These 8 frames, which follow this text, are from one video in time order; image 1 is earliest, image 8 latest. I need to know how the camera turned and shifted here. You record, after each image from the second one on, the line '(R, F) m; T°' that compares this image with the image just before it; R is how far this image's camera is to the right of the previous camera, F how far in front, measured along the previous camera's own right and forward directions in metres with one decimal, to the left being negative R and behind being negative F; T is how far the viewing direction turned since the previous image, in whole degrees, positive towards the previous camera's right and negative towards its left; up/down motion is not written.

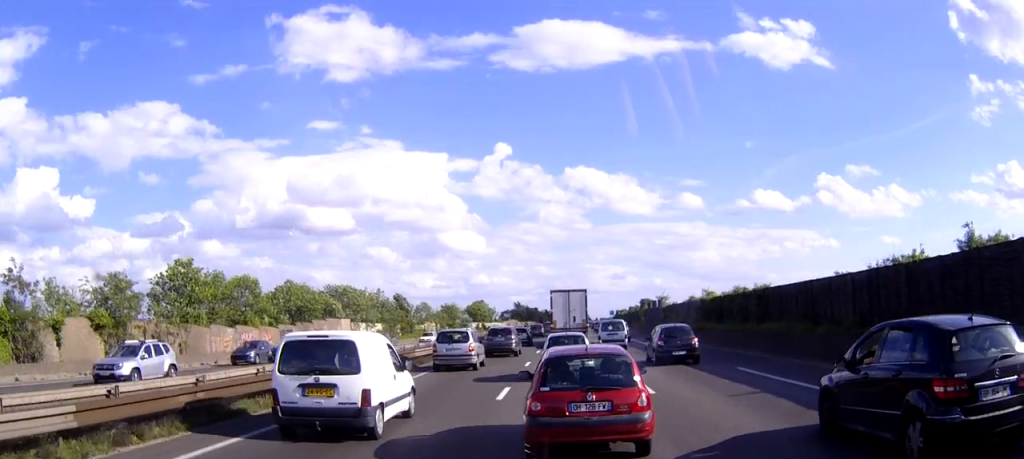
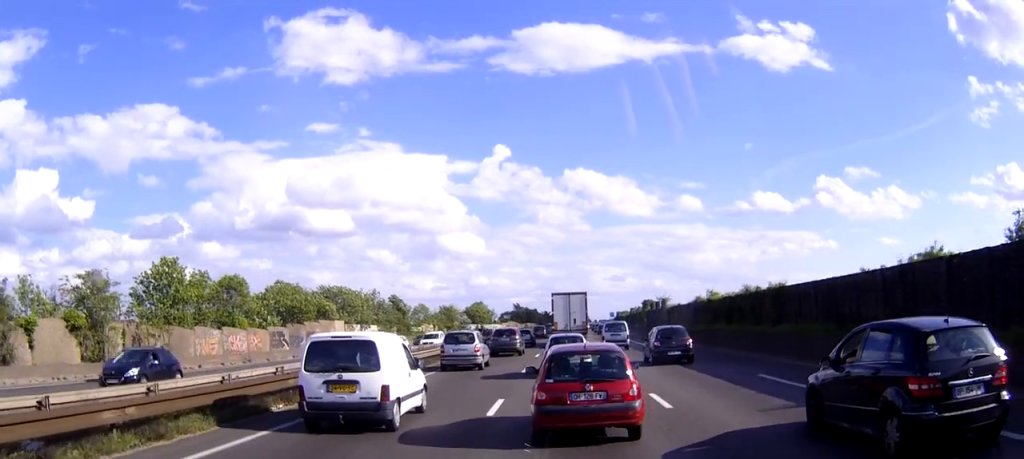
(0.0, +2.4) m; 0°
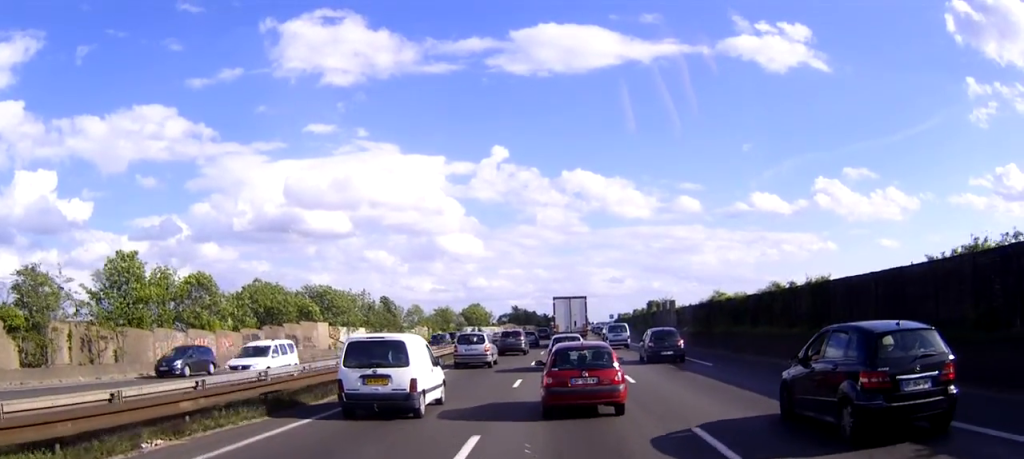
(0.0, +5.5) m; -1°
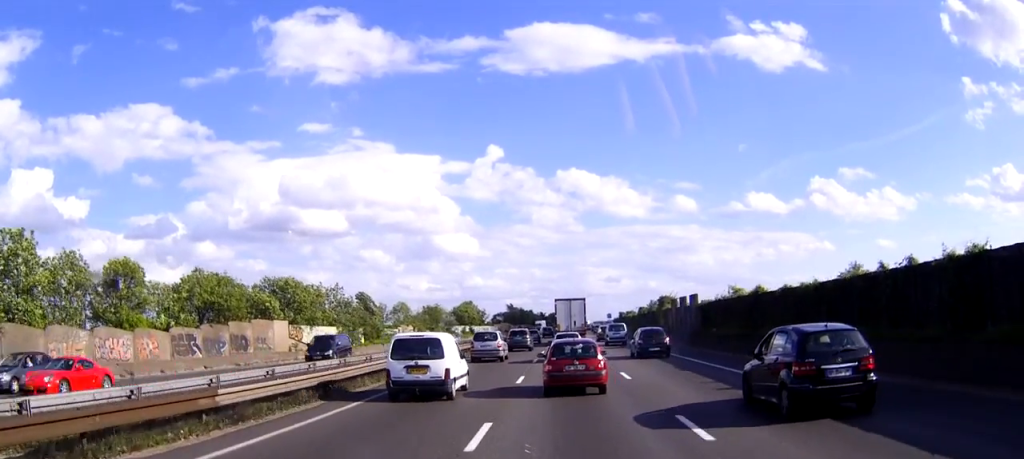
(-0.1, +11.2) m; 0°
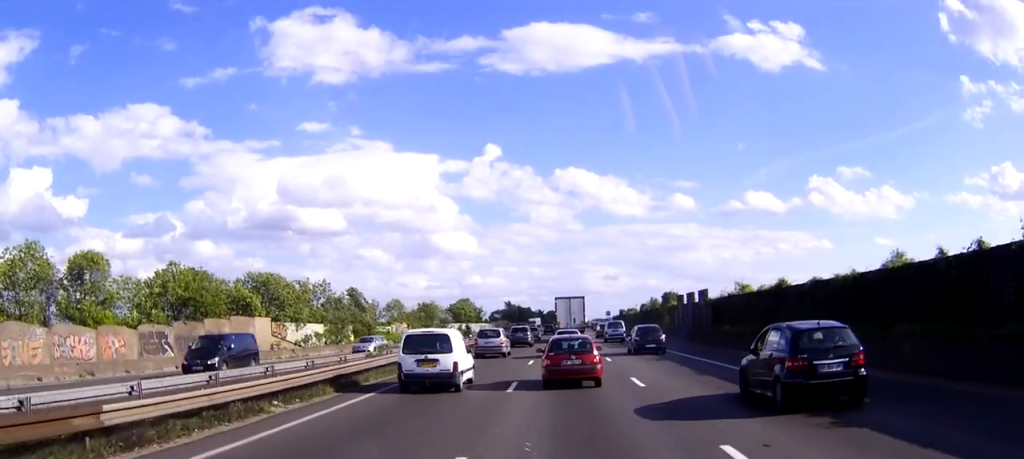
(+0.1, +4.1) m; 0°
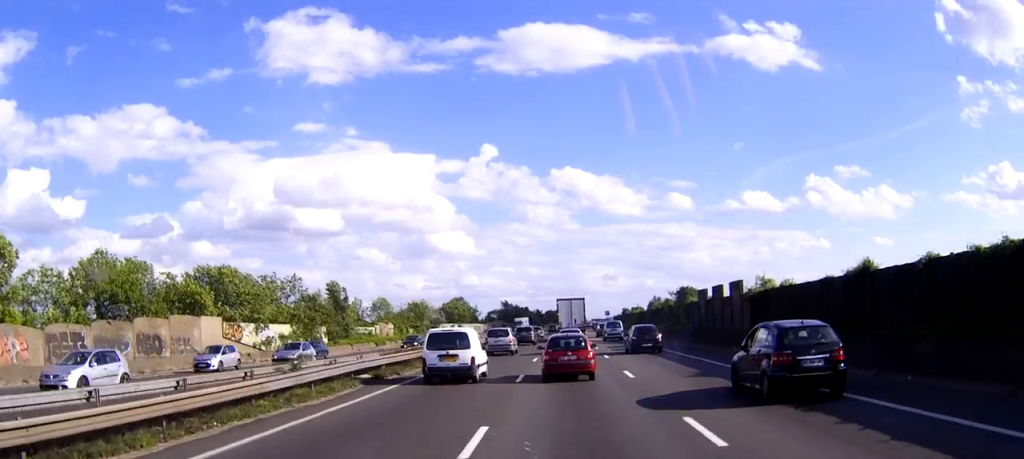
(+0.1, +9.7) m; 0°
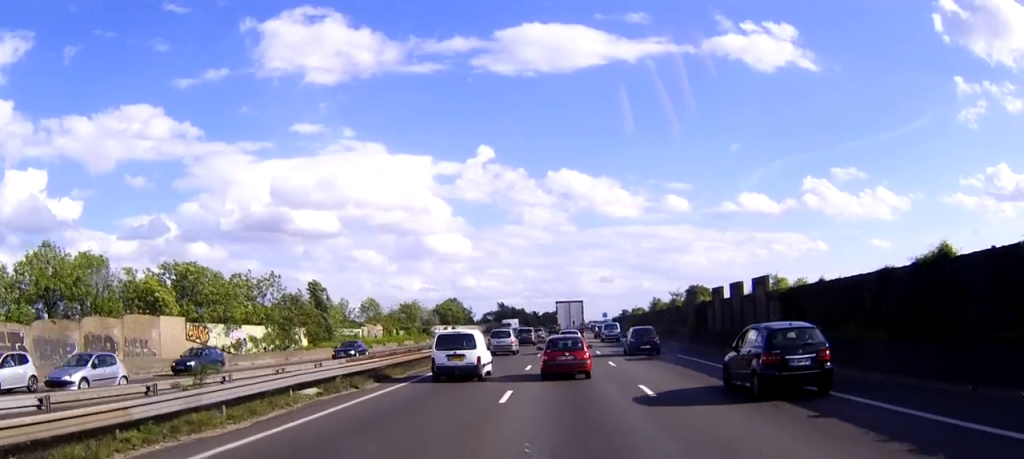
(0.0, +5.6) m; 0°
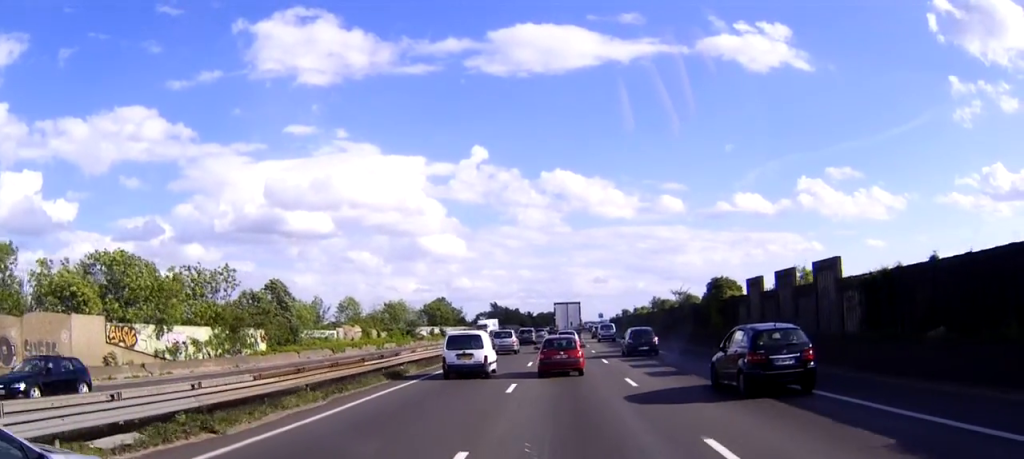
(0.0, +9.6) m; +1°
